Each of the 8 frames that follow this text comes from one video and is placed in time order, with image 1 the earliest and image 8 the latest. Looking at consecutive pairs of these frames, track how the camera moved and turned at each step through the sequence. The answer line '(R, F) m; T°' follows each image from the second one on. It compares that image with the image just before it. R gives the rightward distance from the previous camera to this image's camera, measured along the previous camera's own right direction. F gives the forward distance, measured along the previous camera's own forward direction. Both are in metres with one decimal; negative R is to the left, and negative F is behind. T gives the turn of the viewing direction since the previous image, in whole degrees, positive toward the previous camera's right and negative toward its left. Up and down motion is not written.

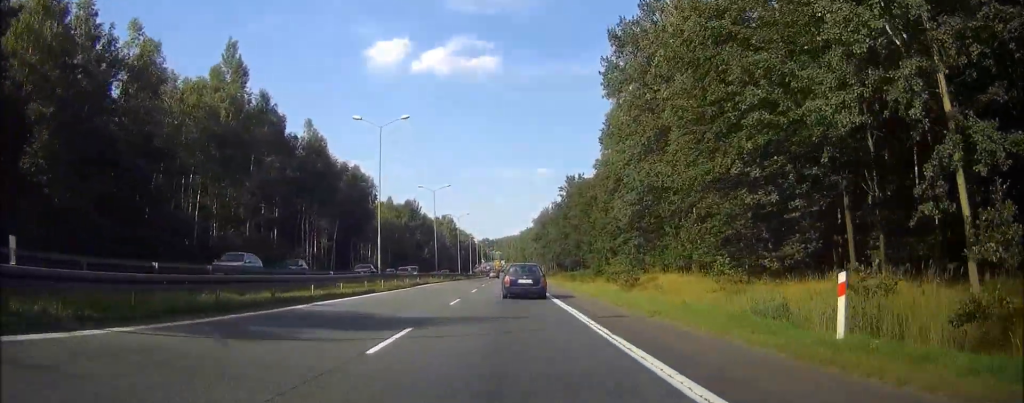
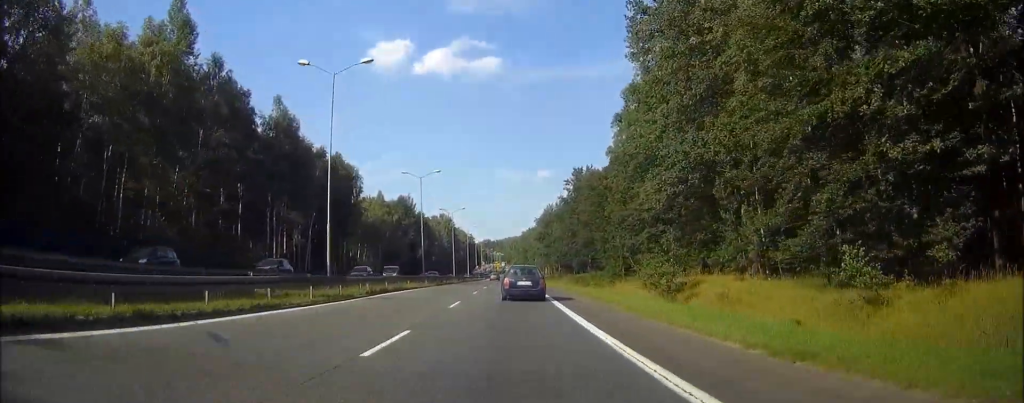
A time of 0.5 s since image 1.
(0.0, +12.7) m; 0°
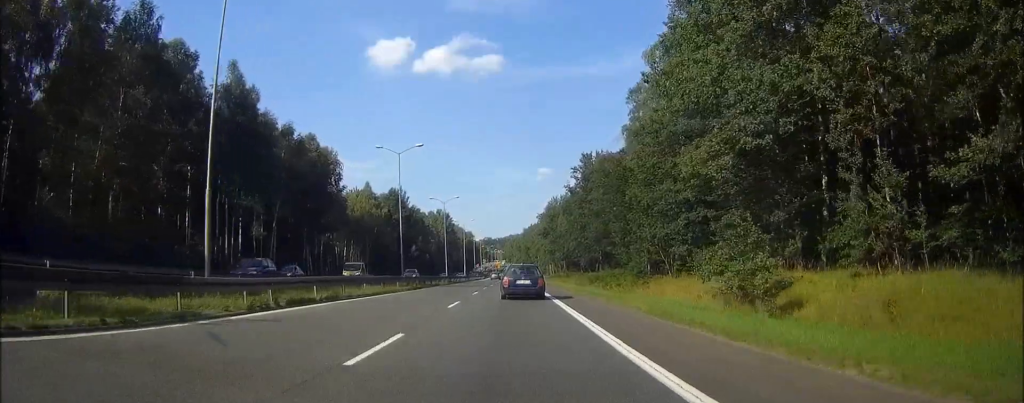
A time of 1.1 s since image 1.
(0.0, +13.5) m; 0°
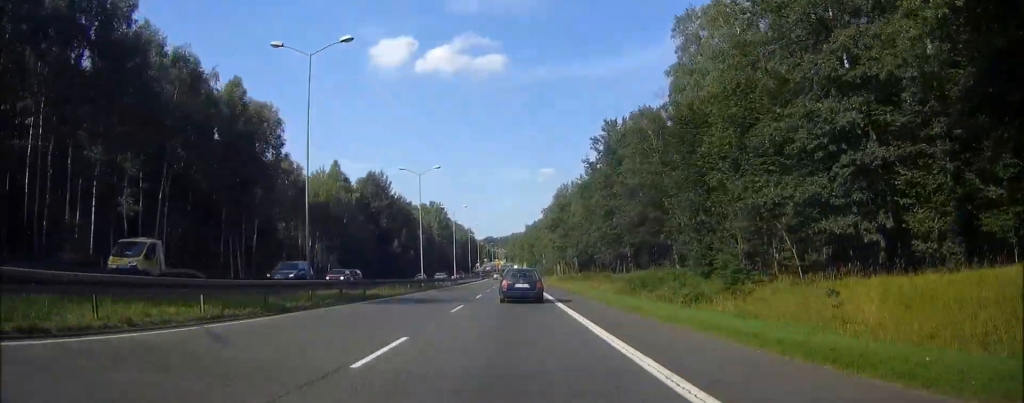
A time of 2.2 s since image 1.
(-0.1, +25.2) m; 0°
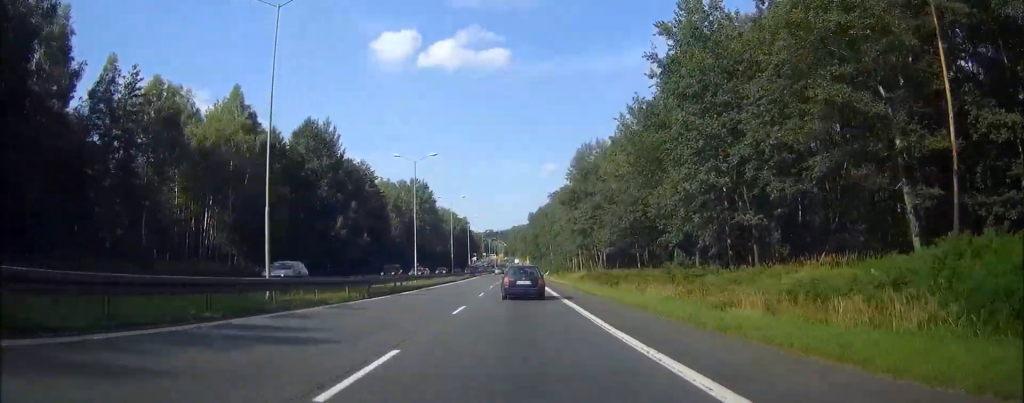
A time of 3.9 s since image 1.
(+0.3, +39.7) m; 0°
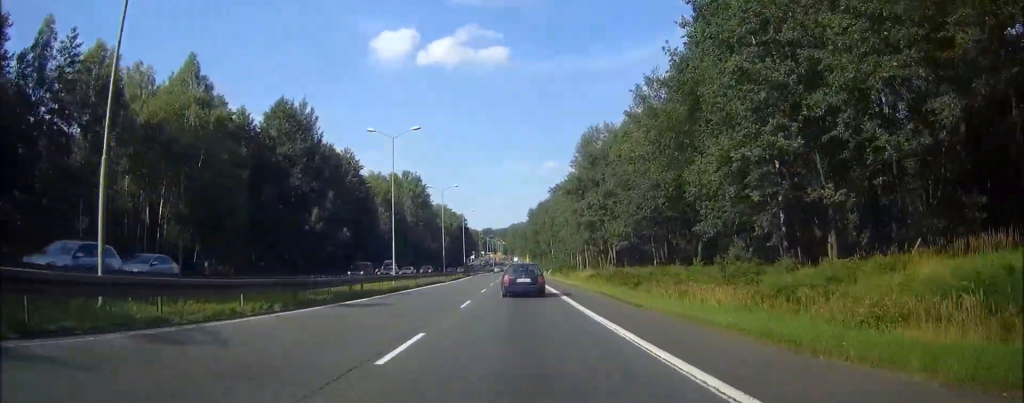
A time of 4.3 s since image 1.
(0.0, +10.0) m; 0°
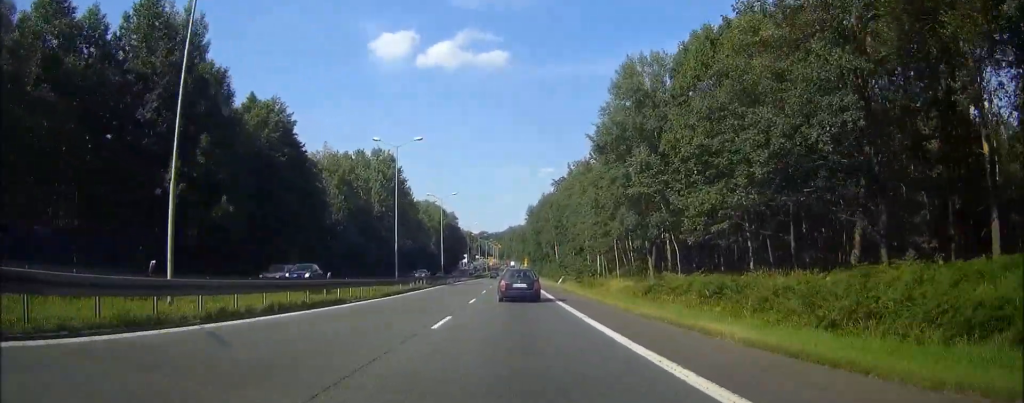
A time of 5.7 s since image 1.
(+0.1, +31.5) m; 0°
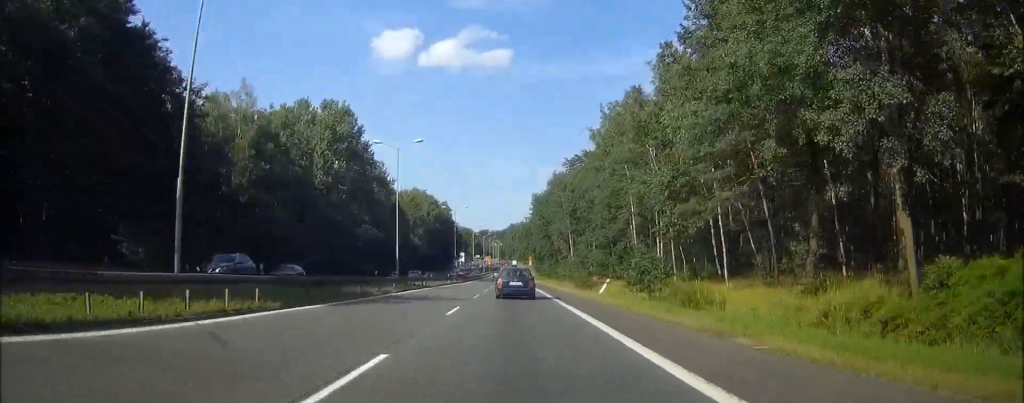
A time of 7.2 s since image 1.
(-0.1, +34.4) m; 0°
